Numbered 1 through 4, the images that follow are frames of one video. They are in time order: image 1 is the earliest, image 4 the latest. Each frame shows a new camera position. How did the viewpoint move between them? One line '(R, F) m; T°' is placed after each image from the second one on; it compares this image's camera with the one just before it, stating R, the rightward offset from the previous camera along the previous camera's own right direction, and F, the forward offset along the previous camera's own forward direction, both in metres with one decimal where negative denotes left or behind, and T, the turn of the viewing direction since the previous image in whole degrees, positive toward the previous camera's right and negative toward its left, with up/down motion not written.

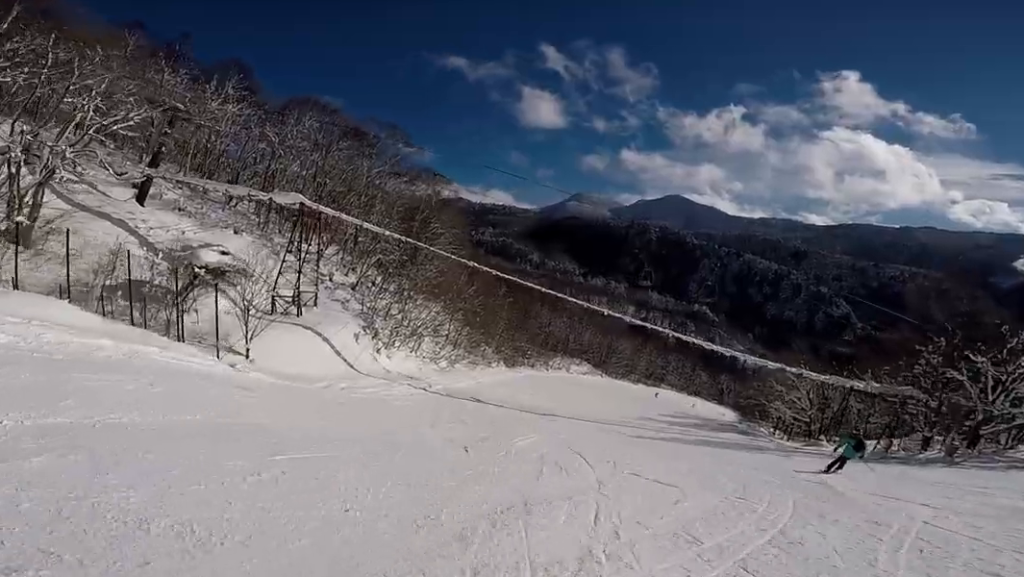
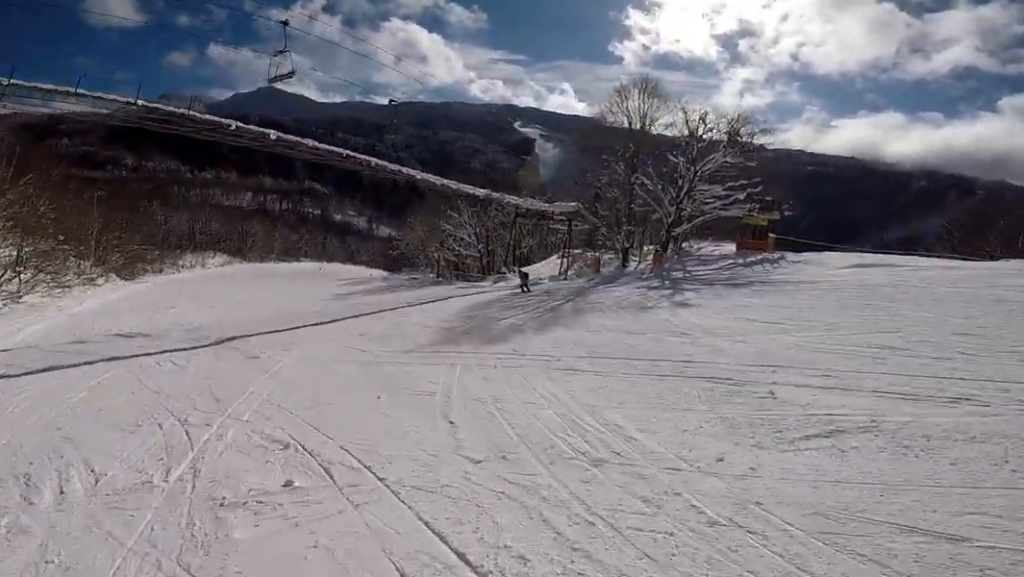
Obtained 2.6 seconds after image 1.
(+6.1, +17.0) m; +30°
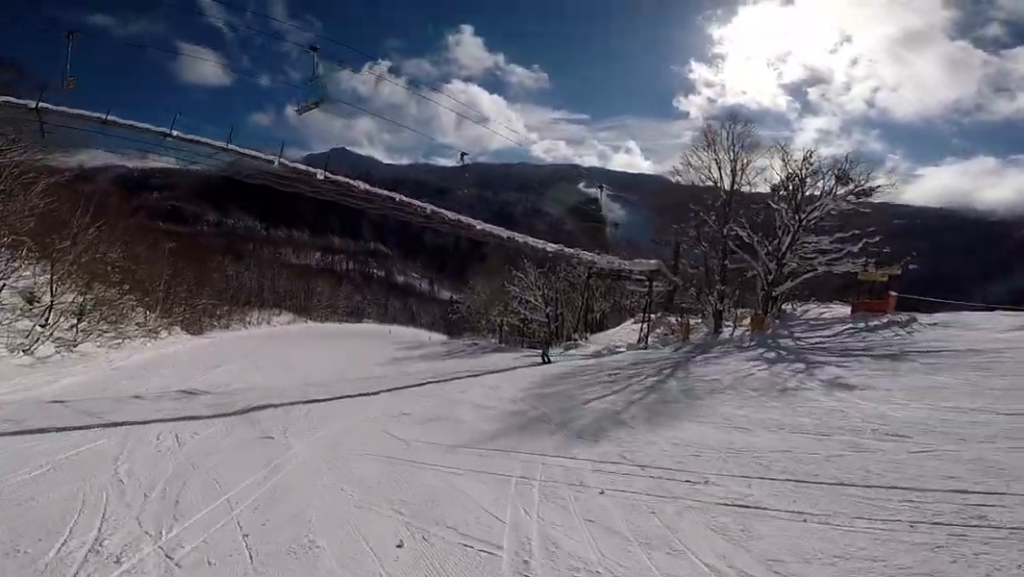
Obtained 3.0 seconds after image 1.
(+0.2, +2.9) m; -2°
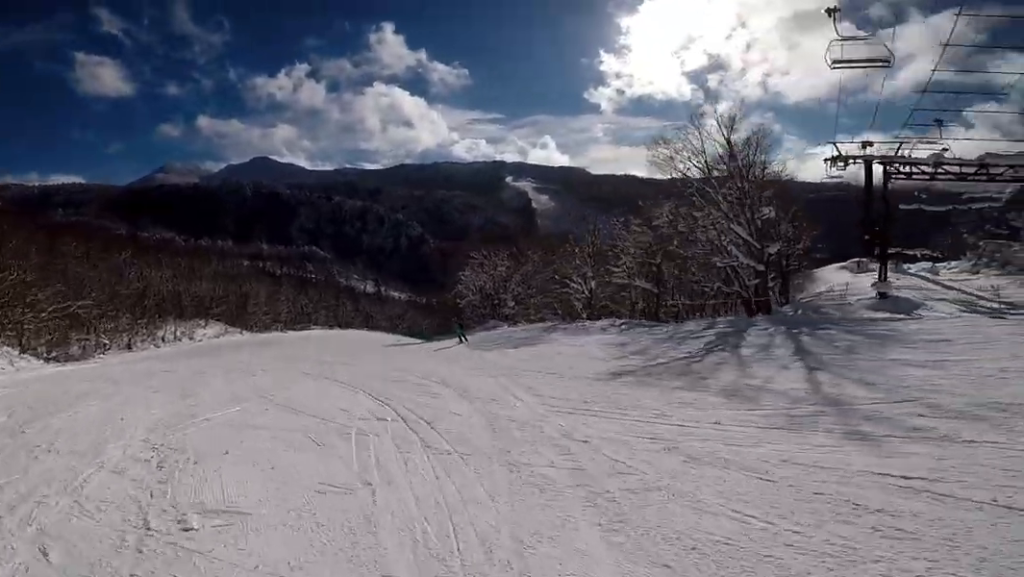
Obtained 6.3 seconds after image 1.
(-5.2, +26.2) m; +1°
